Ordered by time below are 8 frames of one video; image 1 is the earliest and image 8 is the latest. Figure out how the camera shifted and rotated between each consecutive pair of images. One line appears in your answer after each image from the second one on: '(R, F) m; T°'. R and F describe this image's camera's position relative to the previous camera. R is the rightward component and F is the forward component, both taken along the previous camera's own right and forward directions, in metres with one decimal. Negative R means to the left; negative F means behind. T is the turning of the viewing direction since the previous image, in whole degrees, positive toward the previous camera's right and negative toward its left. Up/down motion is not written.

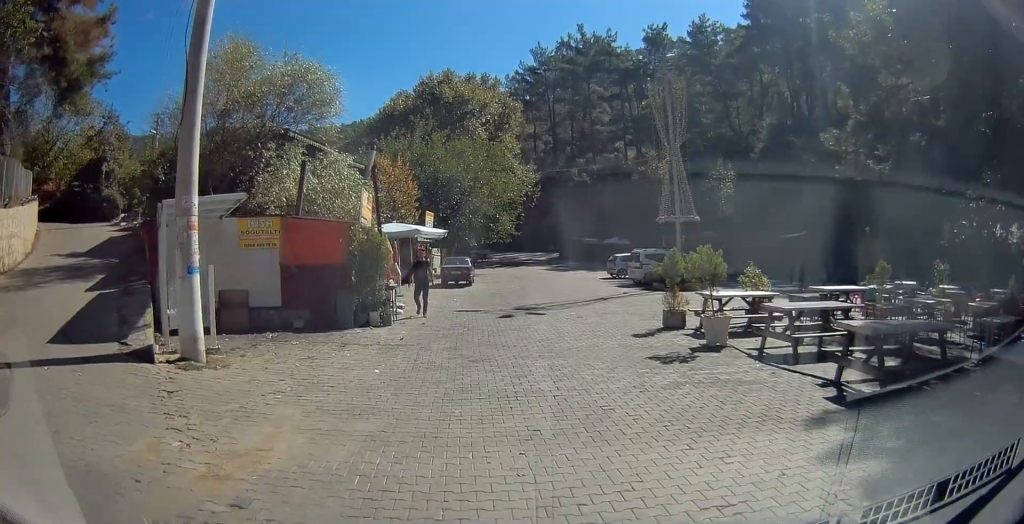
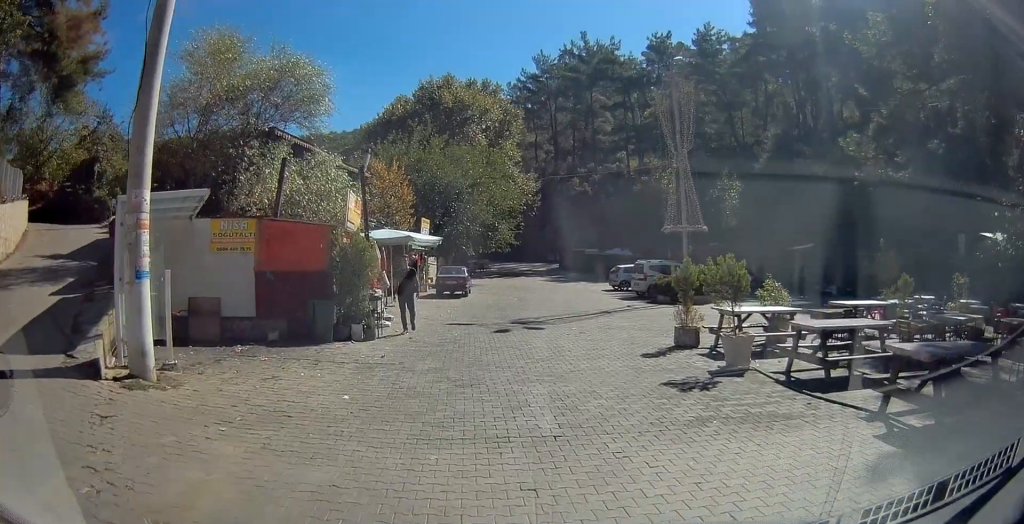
(0.0, +1.5) m; +2°
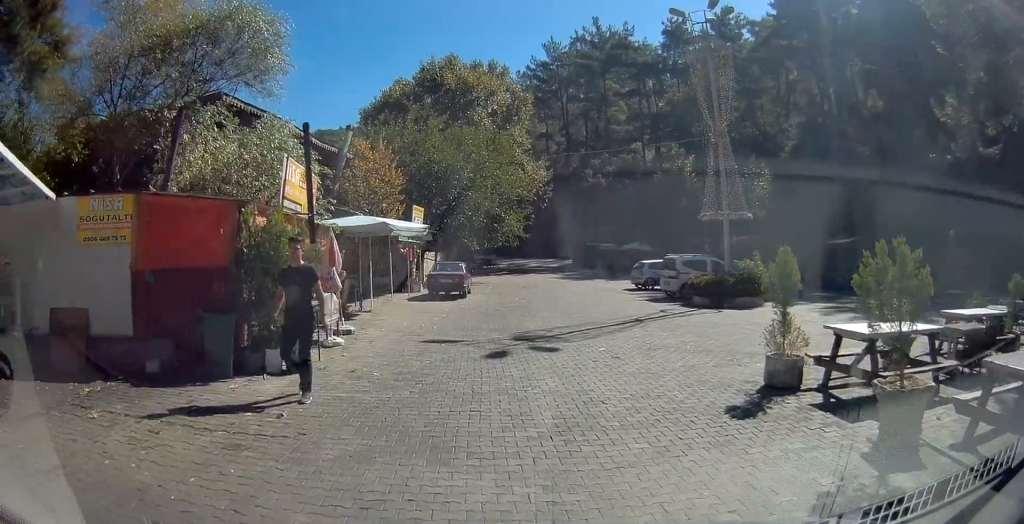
(+0.2, +4.8) m; -3°
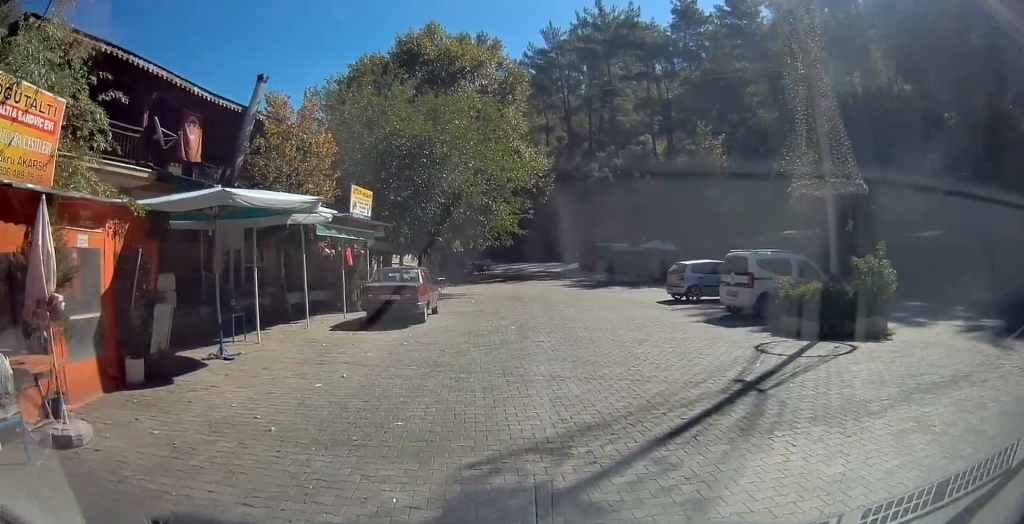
(-0.3, +7.2) m; -1°
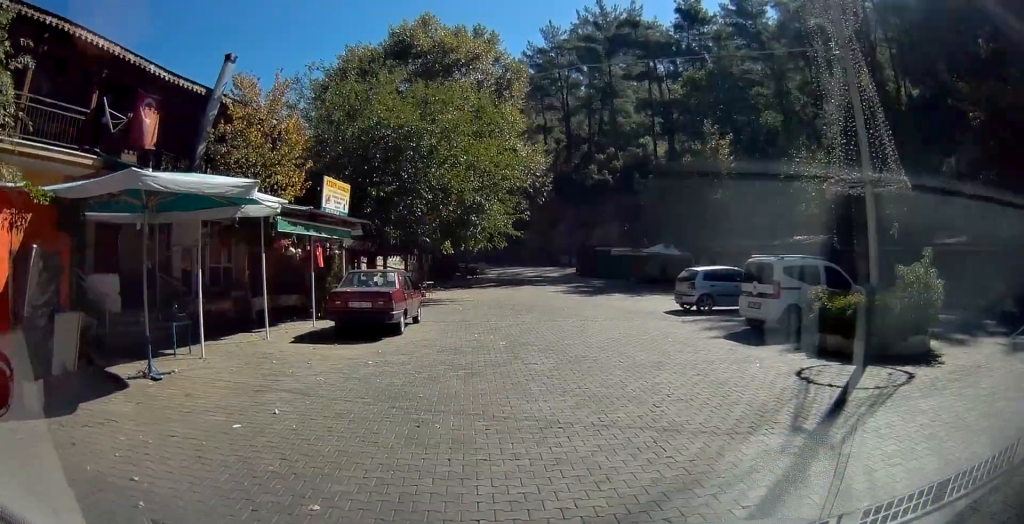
(0.0, +1.7) m; -1°
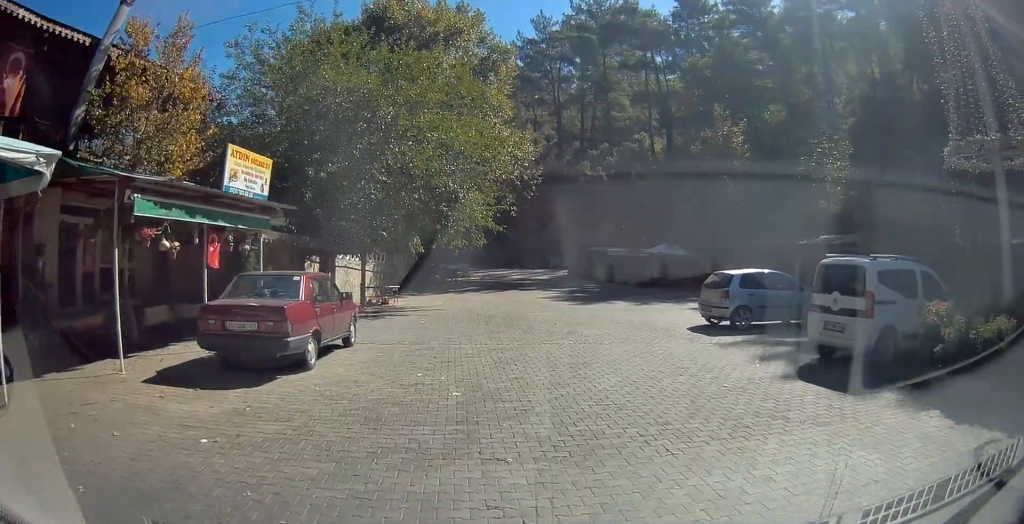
(-0.1, +3.8) m; -2°
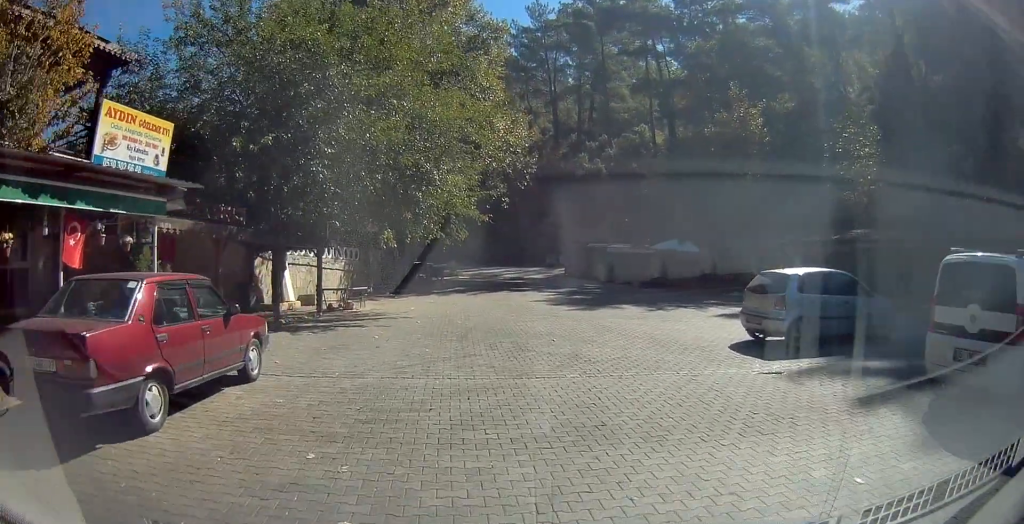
(0.0, +3.1) m; +2°
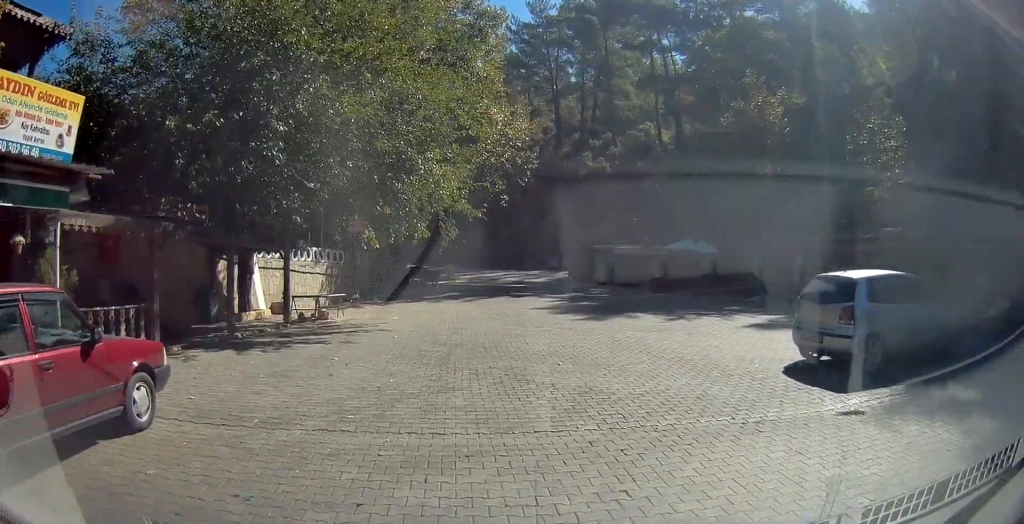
(0.0, +2.2) m; +3°
